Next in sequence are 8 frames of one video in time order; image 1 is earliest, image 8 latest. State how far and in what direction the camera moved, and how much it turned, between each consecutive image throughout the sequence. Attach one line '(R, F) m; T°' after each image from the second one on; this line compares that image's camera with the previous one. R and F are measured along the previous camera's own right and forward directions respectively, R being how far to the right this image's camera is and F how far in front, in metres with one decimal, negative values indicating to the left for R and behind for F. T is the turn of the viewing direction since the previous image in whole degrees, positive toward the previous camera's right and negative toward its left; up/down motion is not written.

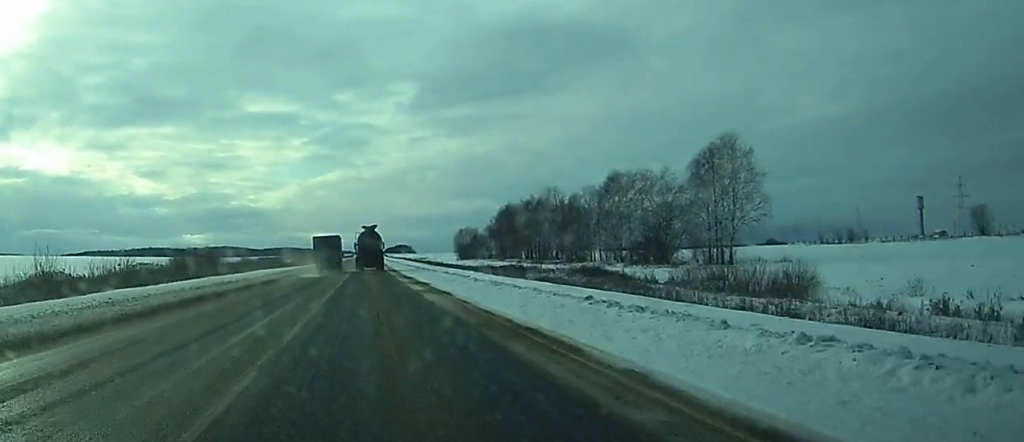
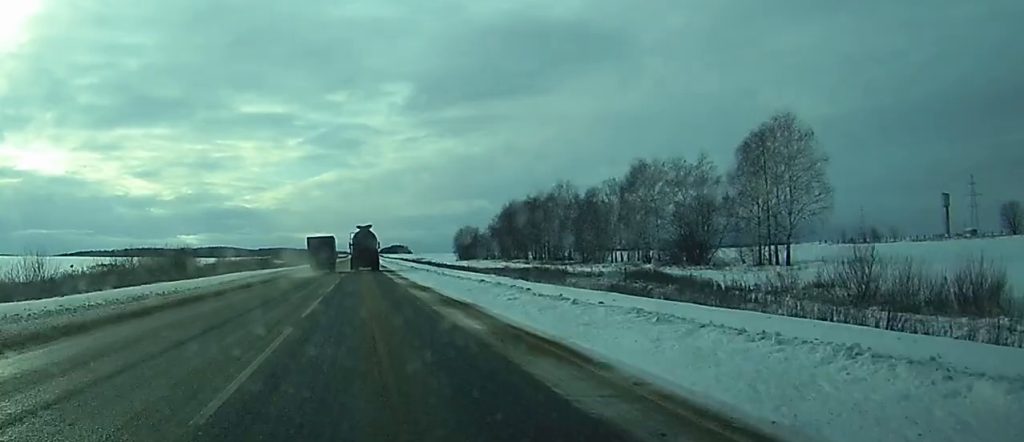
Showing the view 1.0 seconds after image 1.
(+0.1, +16.4) m; +1°
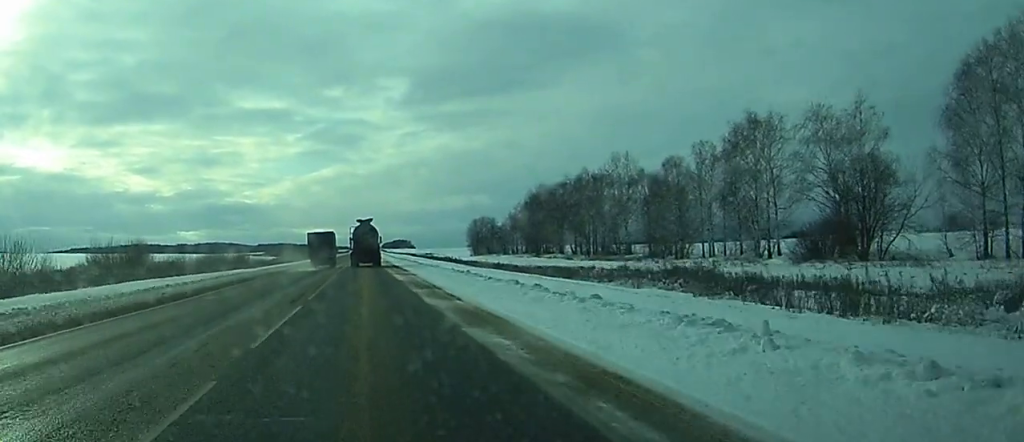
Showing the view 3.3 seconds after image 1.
(+0.1, +39.3) m; 0°
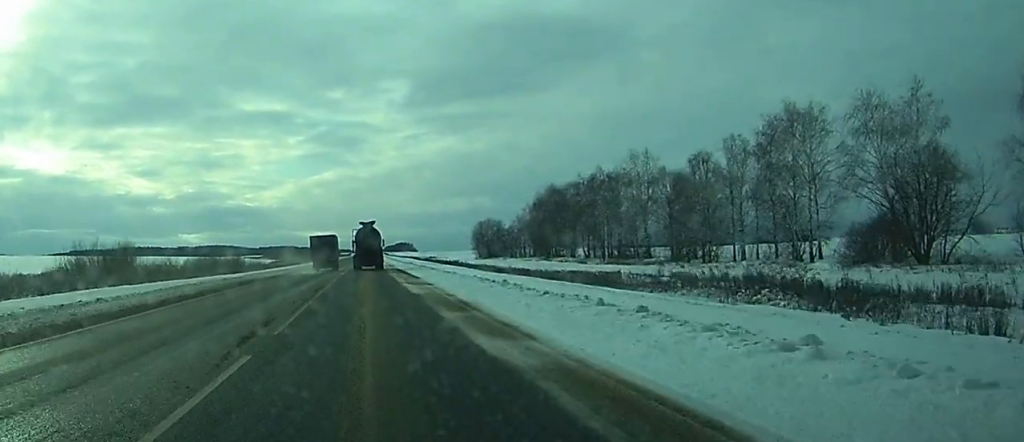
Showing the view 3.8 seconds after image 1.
(0.0, +9.1) m; 0°
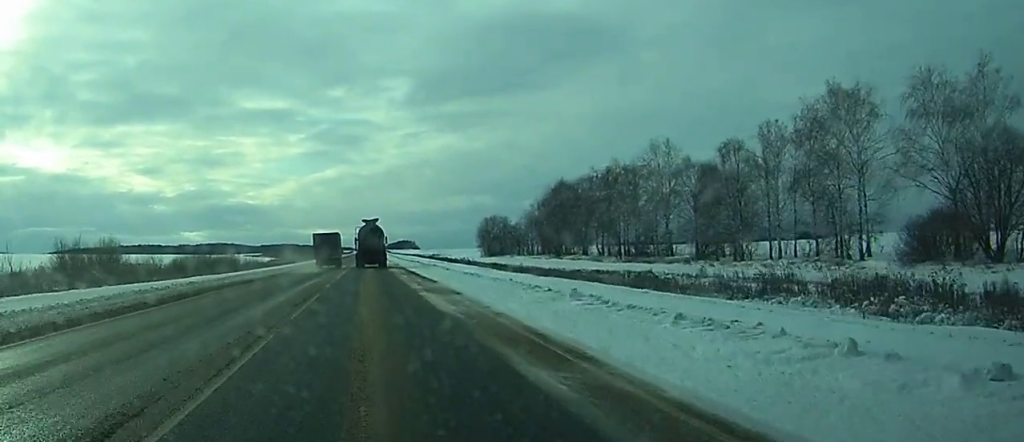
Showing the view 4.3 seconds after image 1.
(0.0, +9.1) m; 0°
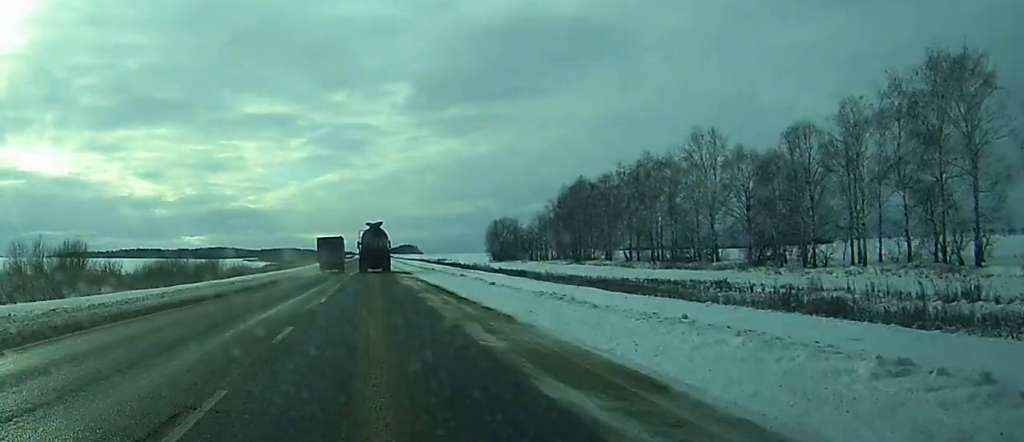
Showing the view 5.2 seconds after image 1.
(0.0, +16.7) m; 0°
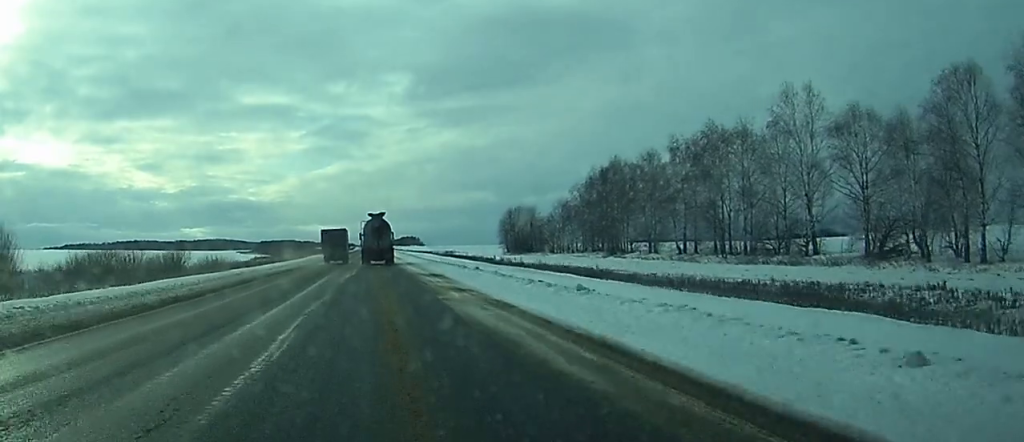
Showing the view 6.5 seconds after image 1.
(-0.1, +25.7) m; 0°
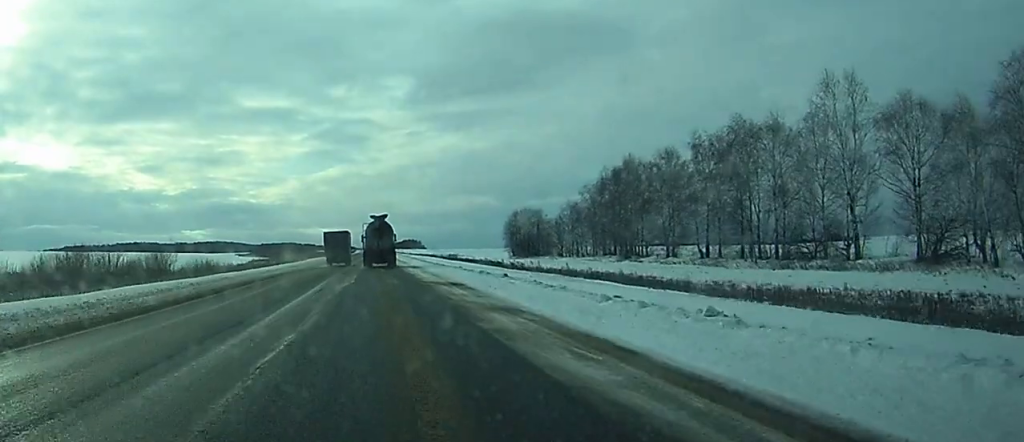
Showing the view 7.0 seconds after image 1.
(0.0, +8.2) m; 0°
